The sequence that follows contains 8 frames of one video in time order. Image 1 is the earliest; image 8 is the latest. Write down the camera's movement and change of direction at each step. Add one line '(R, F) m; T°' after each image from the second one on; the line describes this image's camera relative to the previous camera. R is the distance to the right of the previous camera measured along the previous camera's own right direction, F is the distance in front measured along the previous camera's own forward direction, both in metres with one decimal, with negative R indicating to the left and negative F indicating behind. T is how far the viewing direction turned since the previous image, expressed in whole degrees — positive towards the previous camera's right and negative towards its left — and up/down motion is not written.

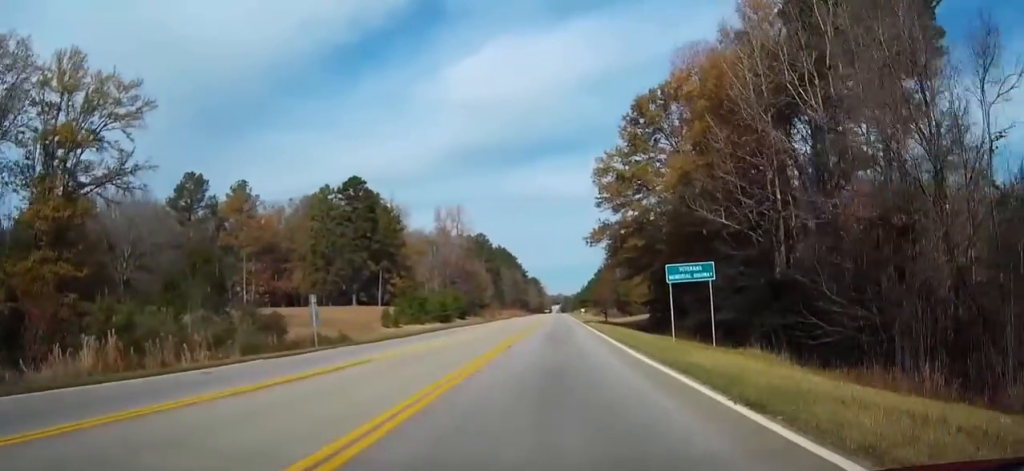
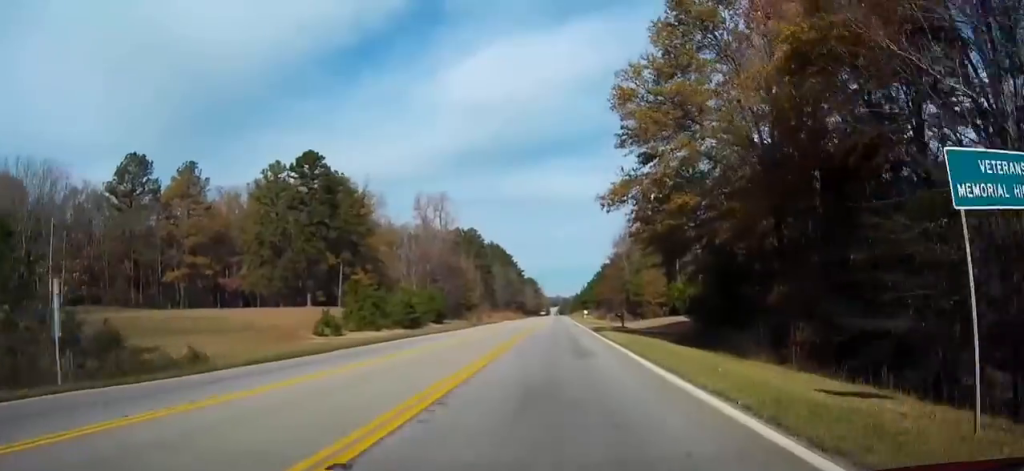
(+0.1, +19.0) m; 0°
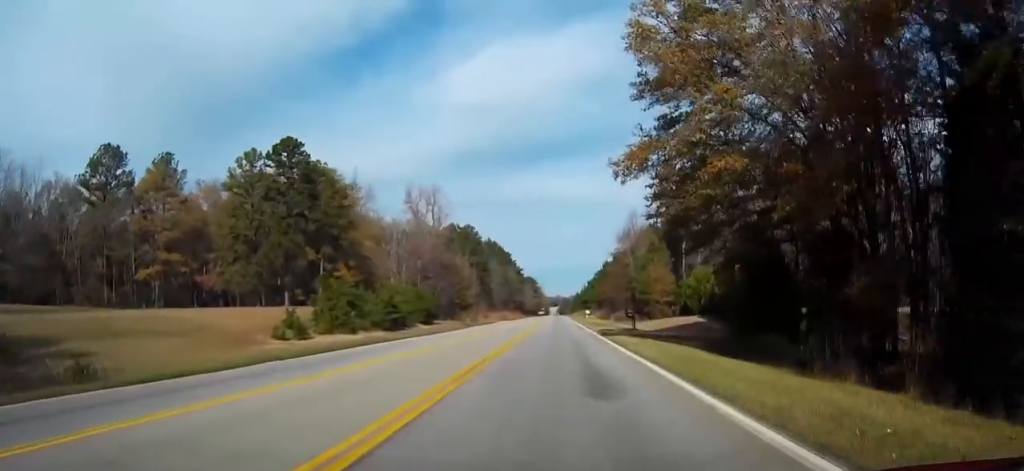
(0.0, +7.9) m; 0°
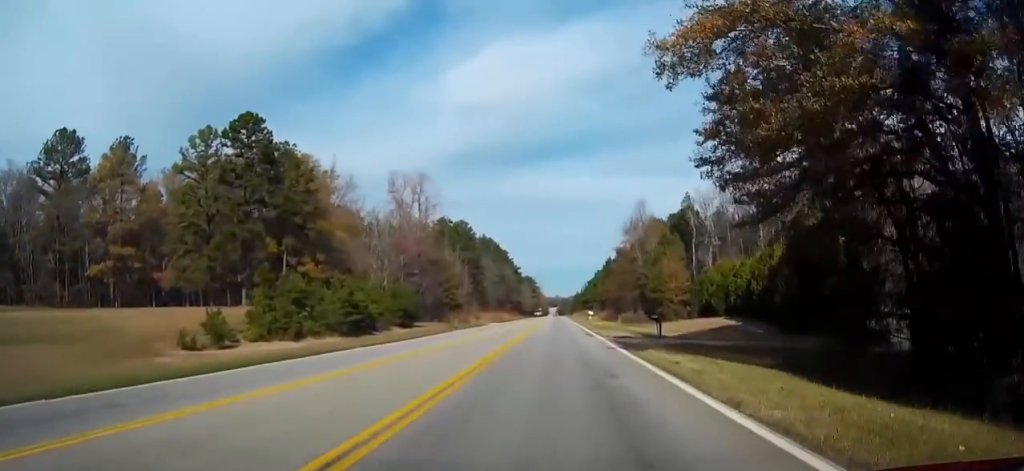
(0.0, +11.8) m; 0°
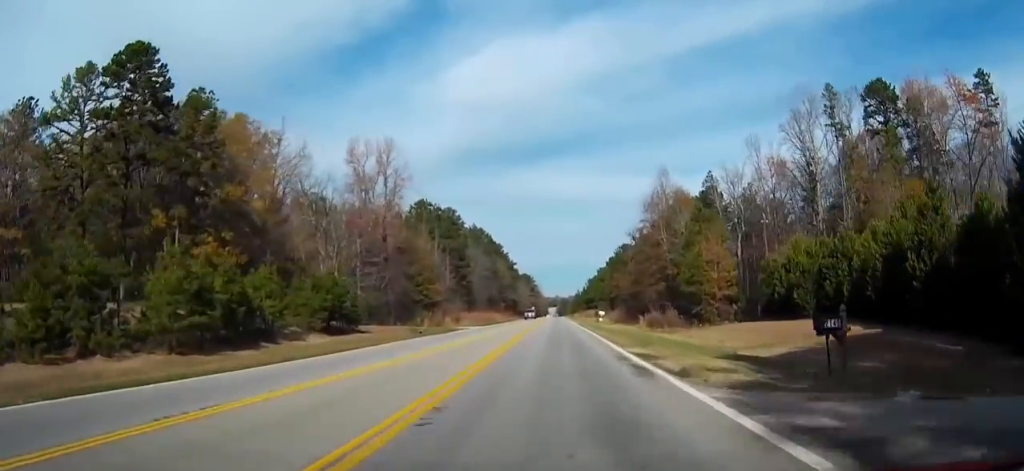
(+0.1, +23.1) m; 0°
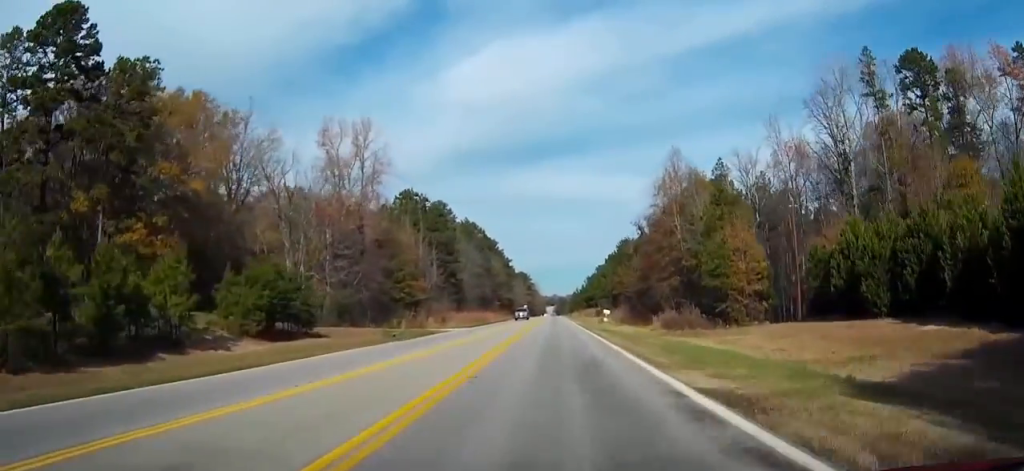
(0.0, +10.3) m; 0°
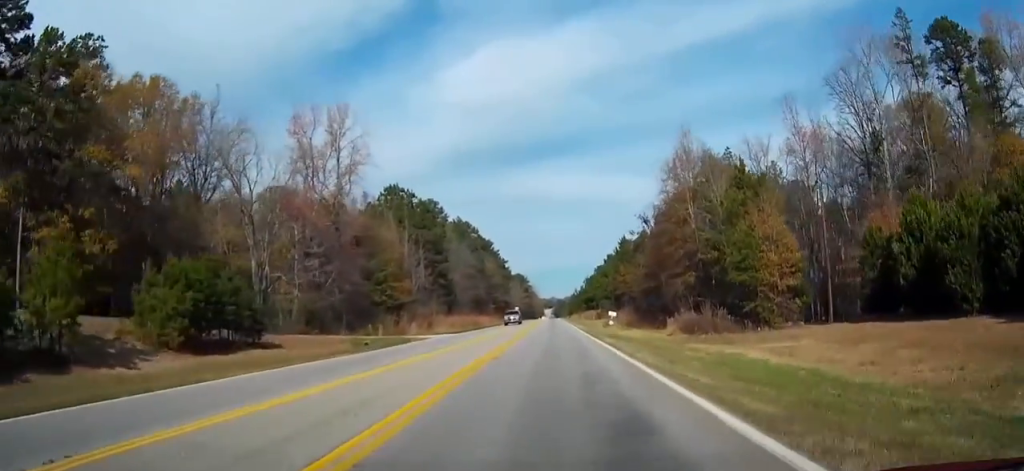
(0.0, +8.2) m; 0°
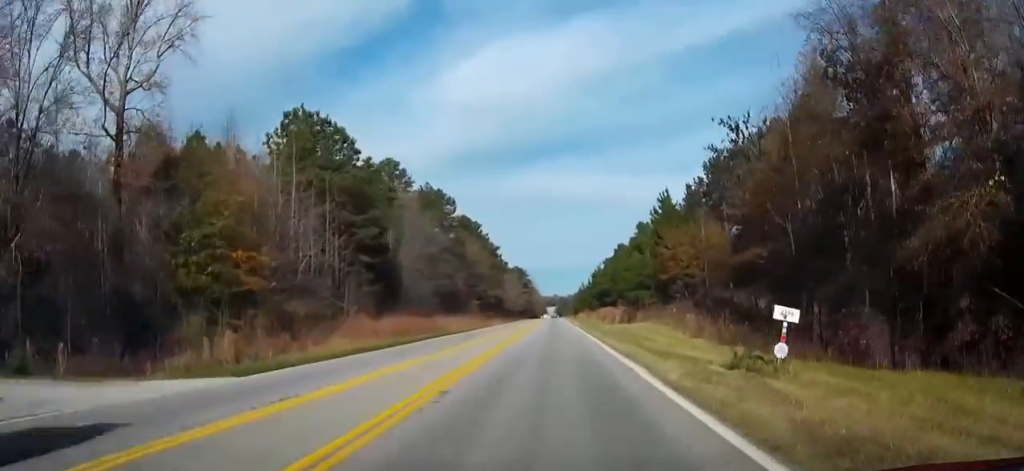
(-0.1, +40.5) m; 0°
